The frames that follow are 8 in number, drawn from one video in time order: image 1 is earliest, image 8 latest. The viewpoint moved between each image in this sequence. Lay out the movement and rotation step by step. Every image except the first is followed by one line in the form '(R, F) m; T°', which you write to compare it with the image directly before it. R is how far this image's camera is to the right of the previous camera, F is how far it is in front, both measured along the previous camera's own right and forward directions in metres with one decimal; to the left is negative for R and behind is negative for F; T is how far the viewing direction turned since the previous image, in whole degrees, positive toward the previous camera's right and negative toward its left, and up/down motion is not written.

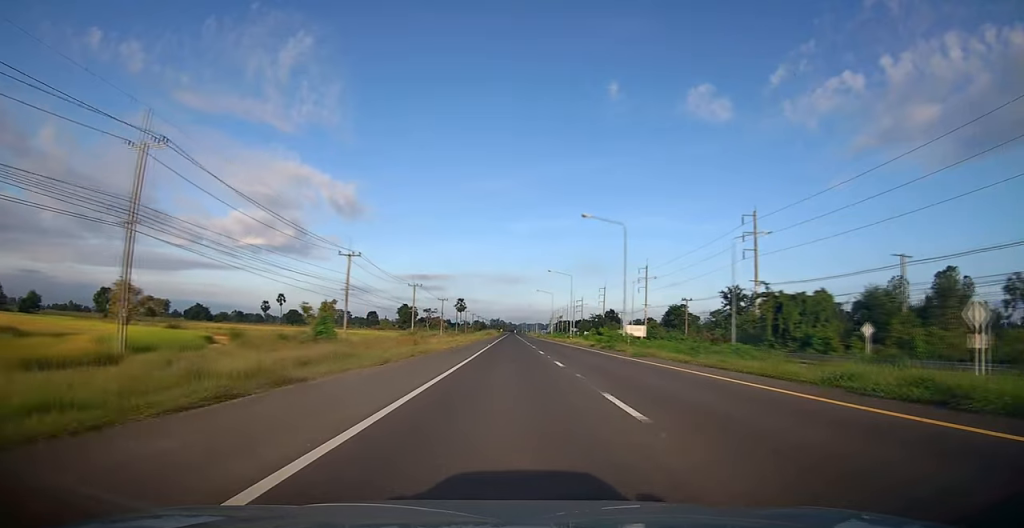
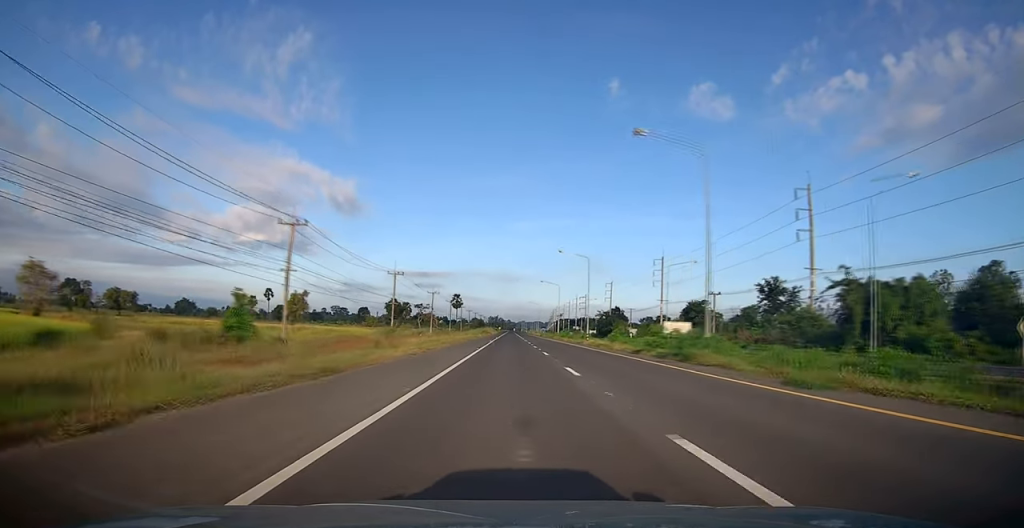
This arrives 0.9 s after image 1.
(+0.1, +16.6) m; 0°
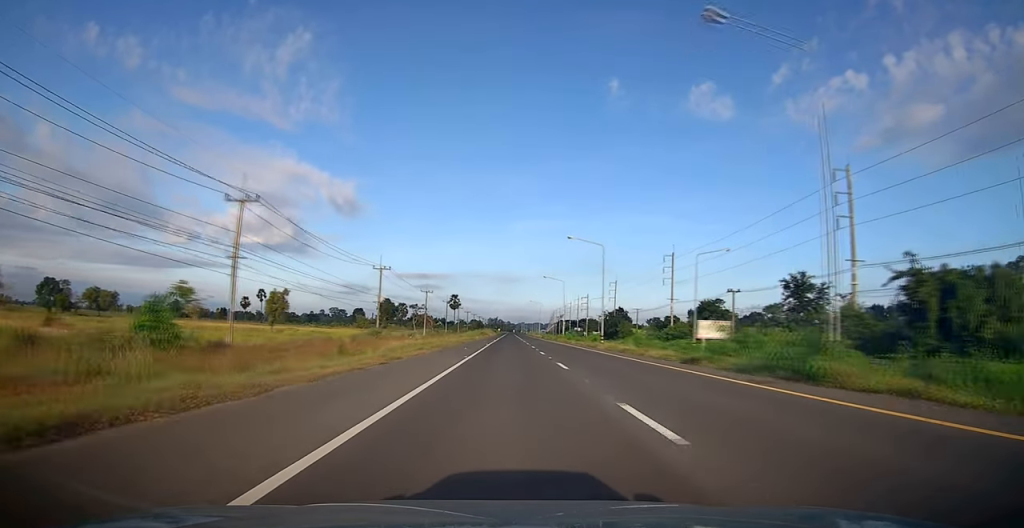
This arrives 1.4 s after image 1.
(-0.1, +9.1) m; 0°
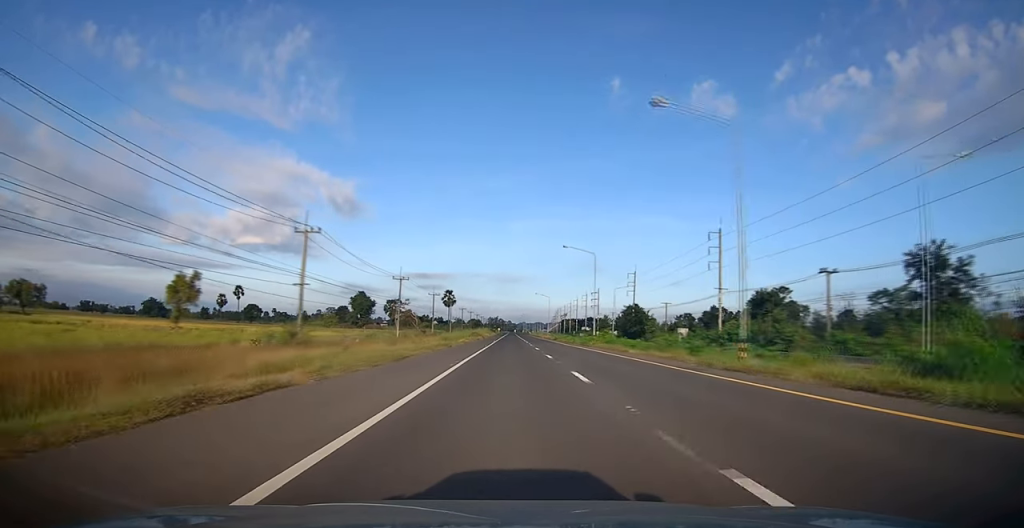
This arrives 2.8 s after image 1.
(-0.1, +26.4) m; 0°
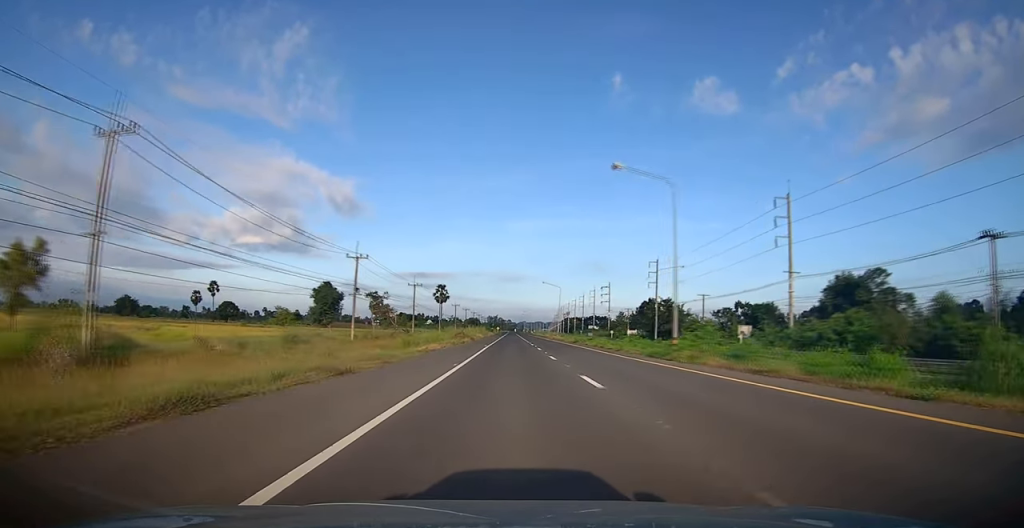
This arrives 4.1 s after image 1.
(+0.3, +25.4) m; 0°
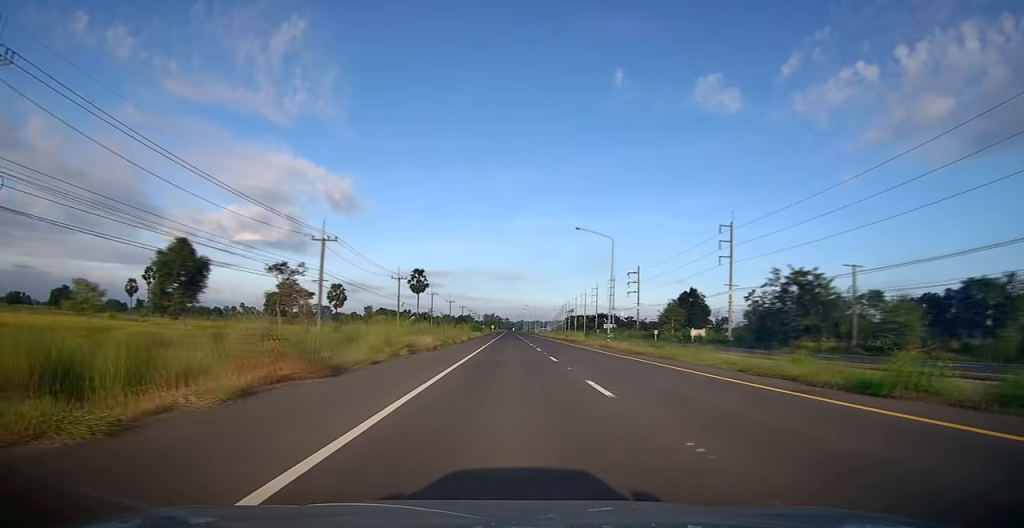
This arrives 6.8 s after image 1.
(-0.1, +49.6) m; 0°
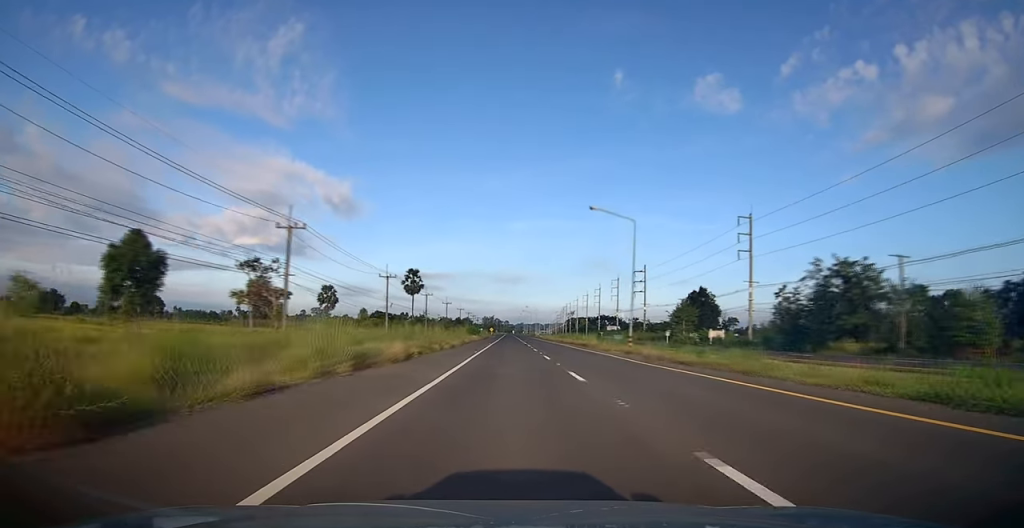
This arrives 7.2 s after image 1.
(0.0, +8.2) m; 0°
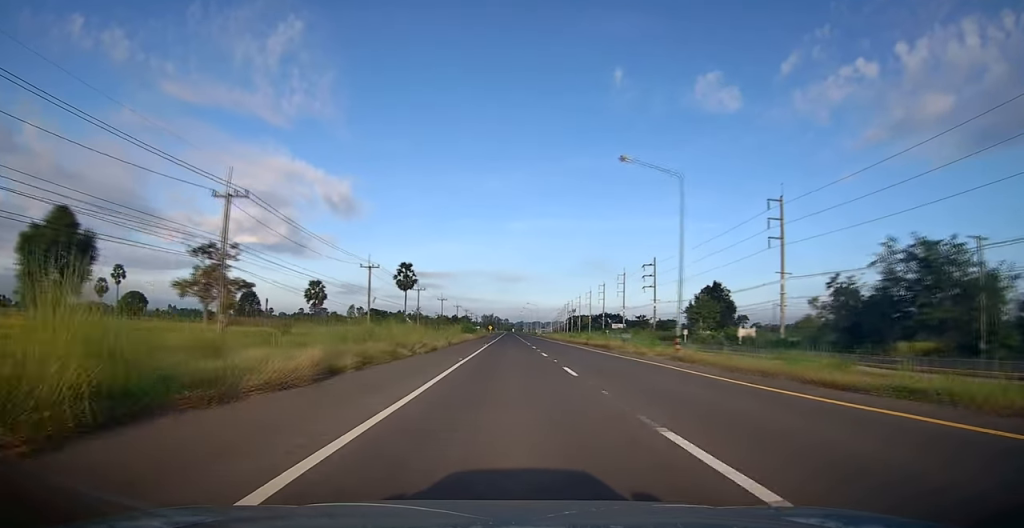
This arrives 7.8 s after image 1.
(-0.1, +10.4) m; 0°
